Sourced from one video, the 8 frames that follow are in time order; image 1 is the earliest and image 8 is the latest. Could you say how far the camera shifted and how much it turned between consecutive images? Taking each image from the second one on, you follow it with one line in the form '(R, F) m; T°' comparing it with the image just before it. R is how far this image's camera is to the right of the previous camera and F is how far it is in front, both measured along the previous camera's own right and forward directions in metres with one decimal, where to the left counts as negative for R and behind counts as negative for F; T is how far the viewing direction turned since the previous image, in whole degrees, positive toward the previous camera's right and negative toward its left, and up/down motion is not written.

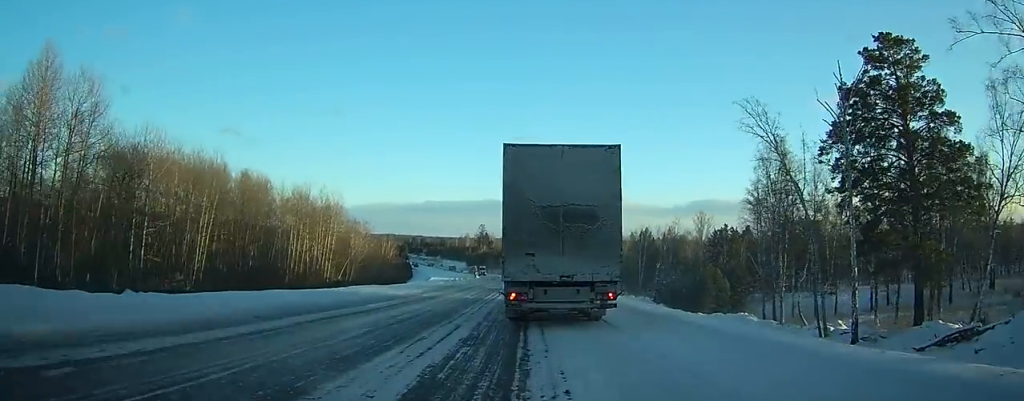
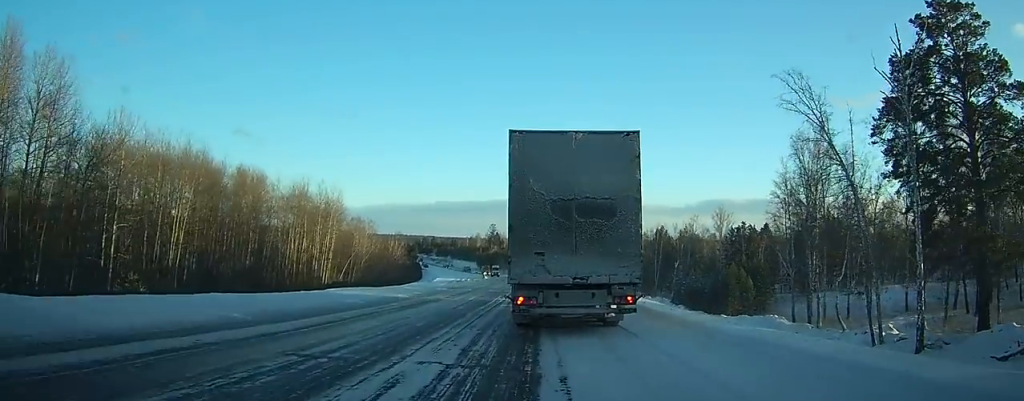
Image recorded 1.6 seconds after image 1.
(-0.1, +7.3) m; -1°
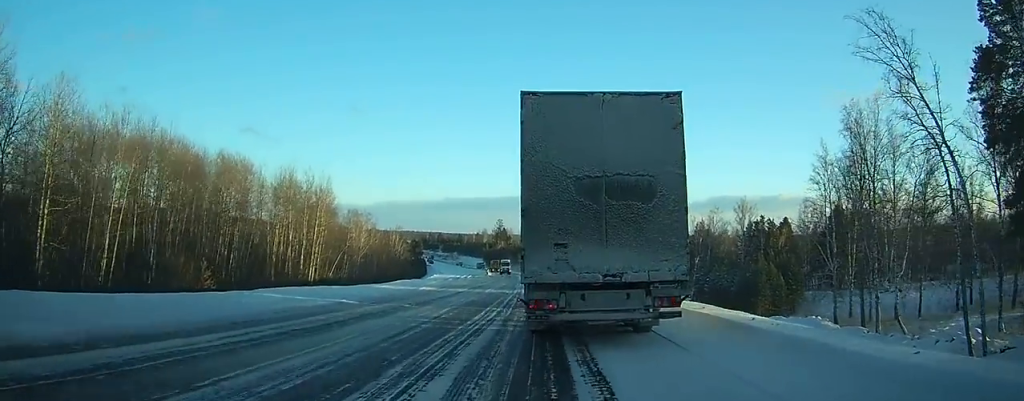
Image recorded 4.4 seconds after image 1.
(0.0, +10.7) m; +1°
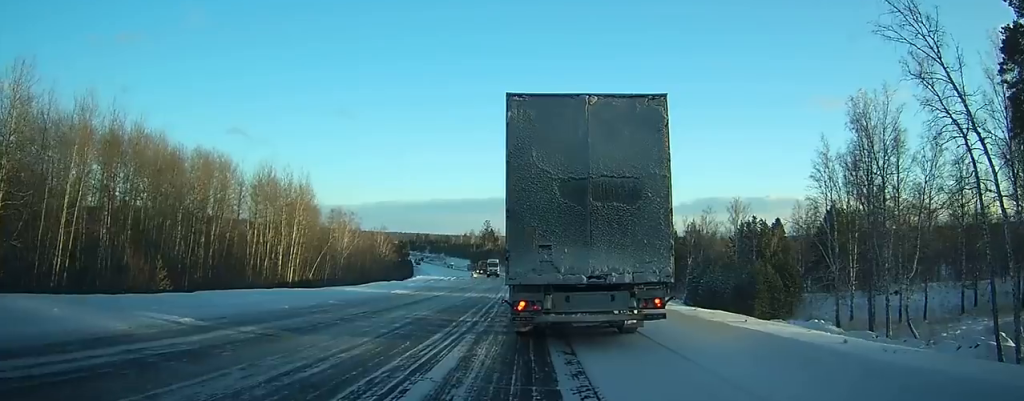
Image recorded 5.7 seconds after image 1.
(0.0, +4.2) m; 0°
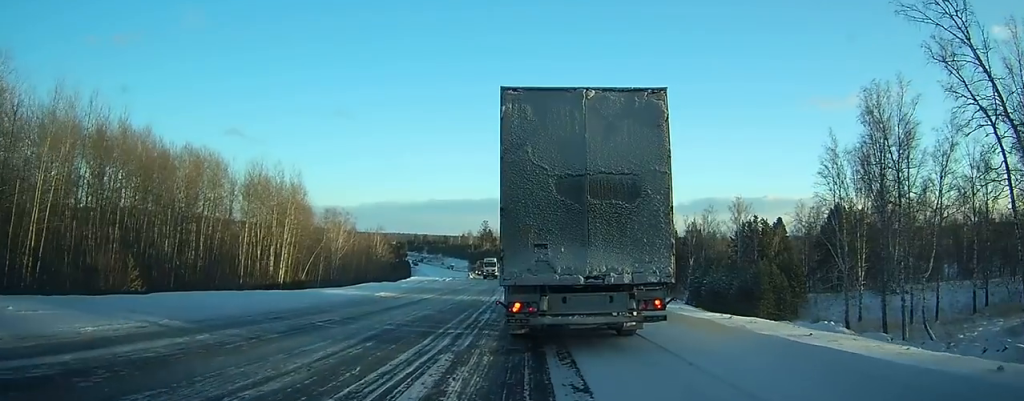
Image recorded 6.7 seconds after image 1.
(+0.1, +2.7) m; 0°
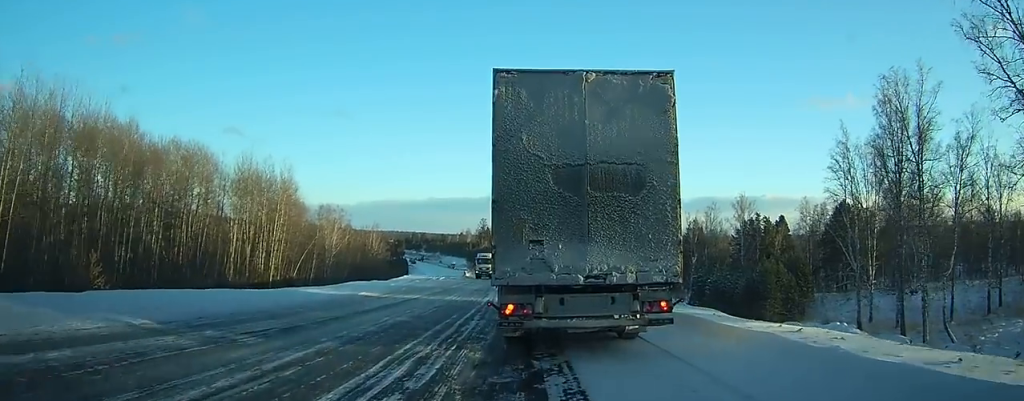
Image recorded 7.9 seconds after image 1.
(-0.1, +2.9) m; +2°
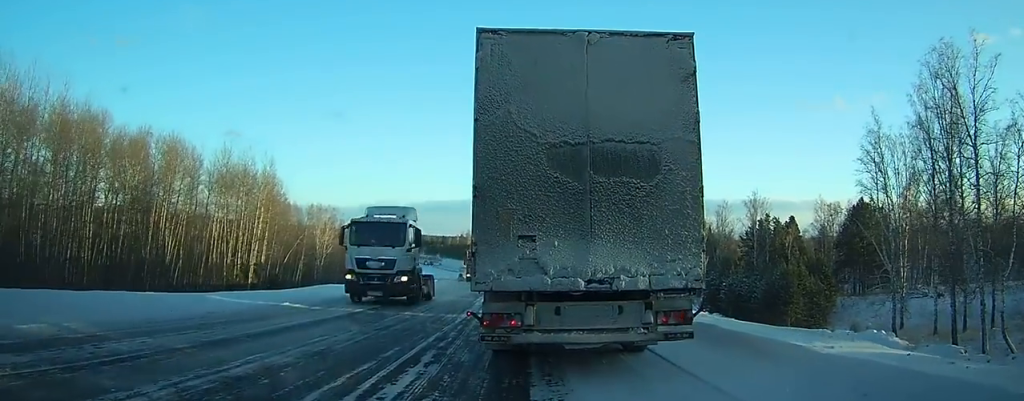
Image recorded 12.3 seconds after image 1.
(+0.5, +8.0) m; +3°
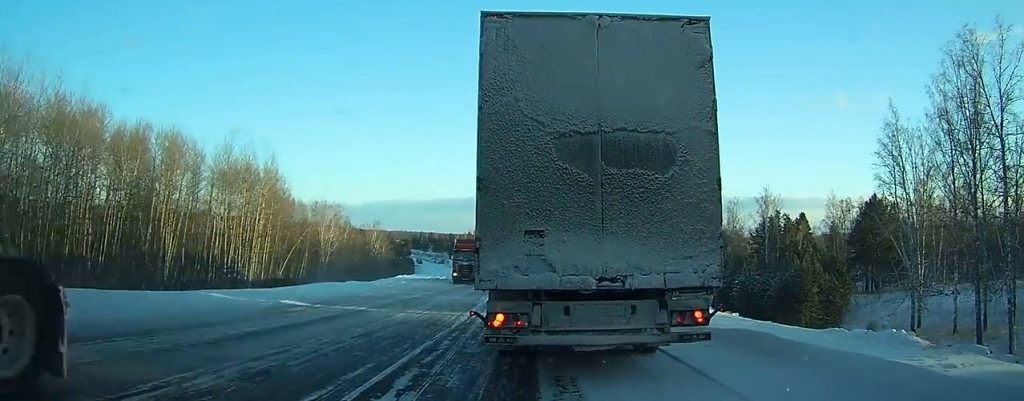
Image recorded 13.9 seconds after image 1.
(-0.1, +1.9) m; -4°
